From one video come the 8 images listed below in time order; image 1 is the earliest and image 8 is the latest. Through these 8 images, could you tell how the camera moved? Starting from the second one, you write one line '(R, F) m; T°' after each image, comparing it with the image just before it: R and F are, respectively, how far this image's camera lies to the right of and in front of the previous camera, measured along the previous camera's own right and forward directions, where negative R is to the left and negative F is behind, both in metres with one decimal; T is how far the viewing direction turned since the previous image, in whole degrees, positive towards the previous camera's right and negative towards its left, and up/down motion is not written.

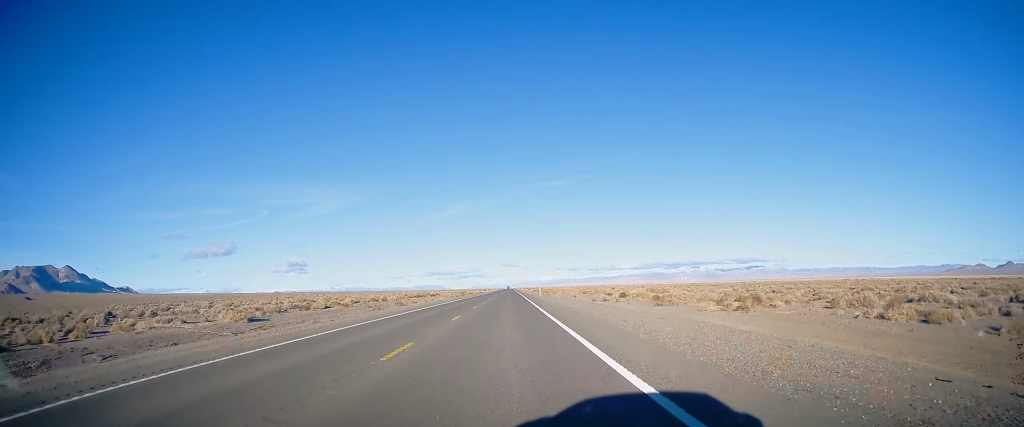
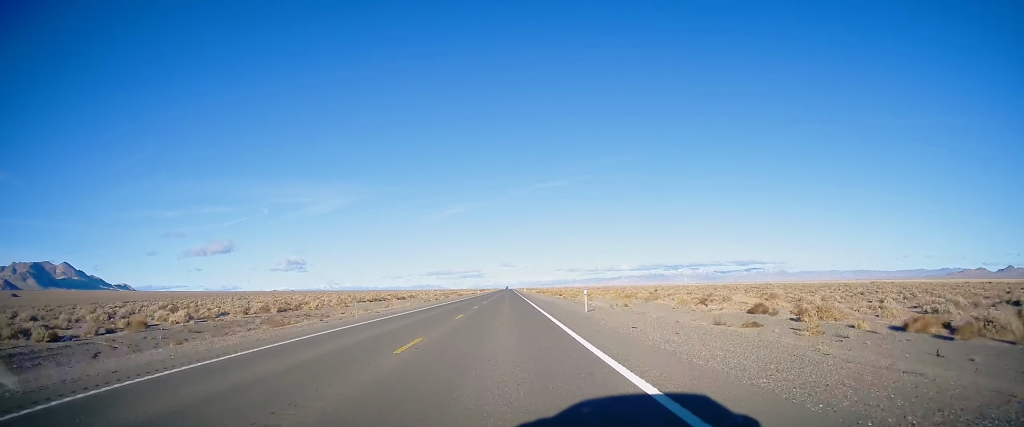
(-0.6, +48.1) m; 0°
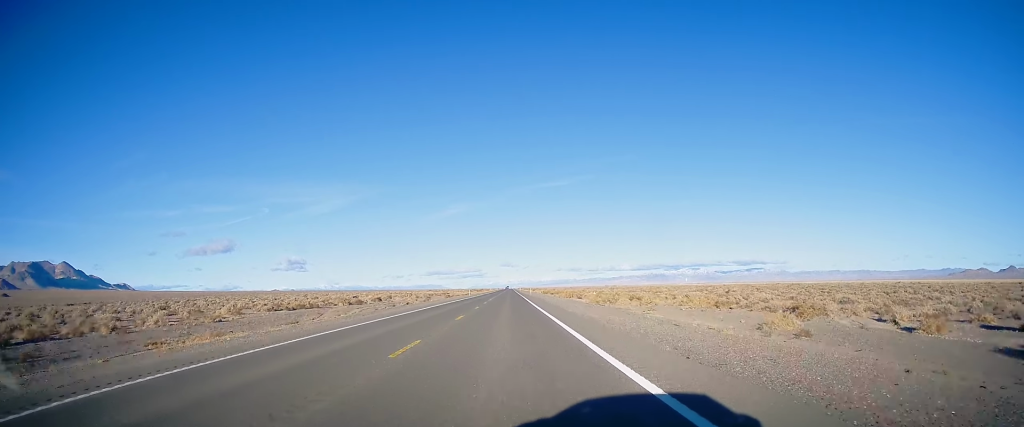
(+0.5, +37.5) m; 0°
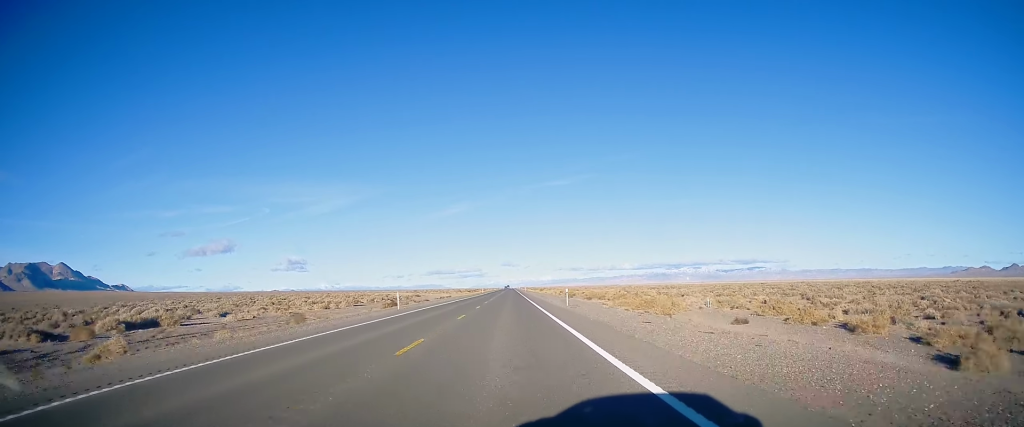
(-0.6, +73.1) m; 0°
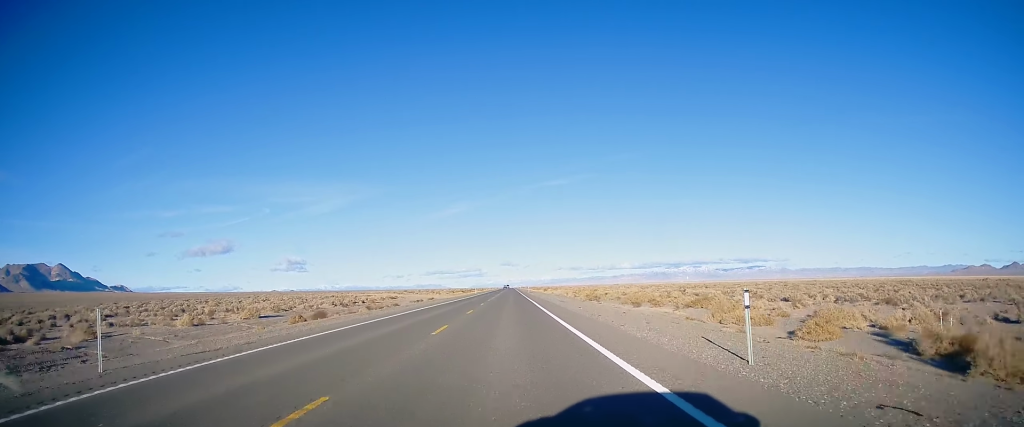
(+0.3, +31.8) m; 0°
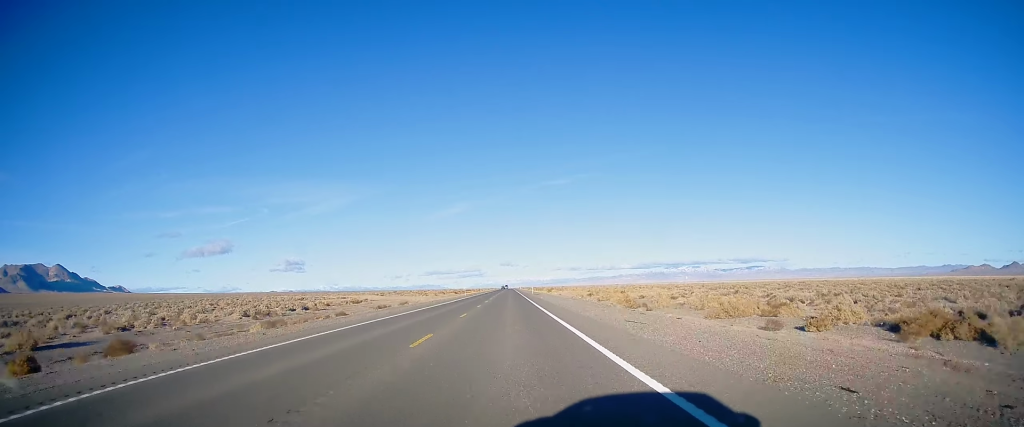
(-0.1, +27.8) m; 0°
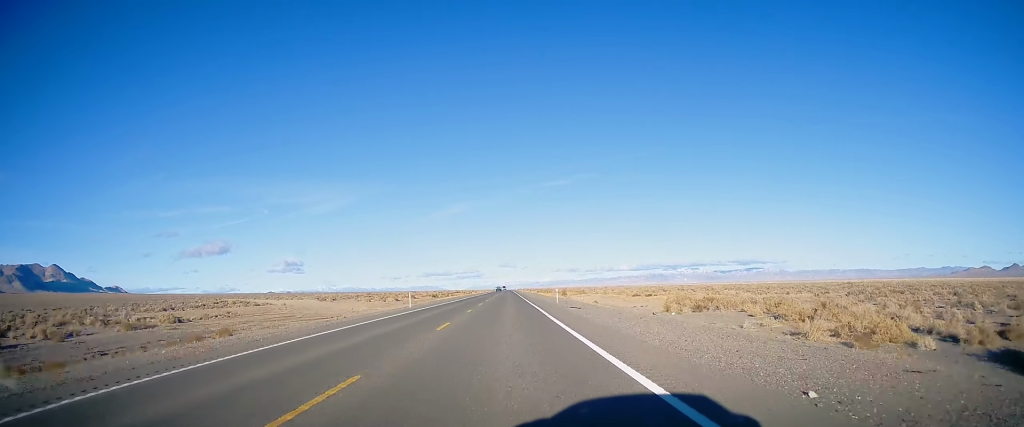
(-0.2, +55.9) m; 0°
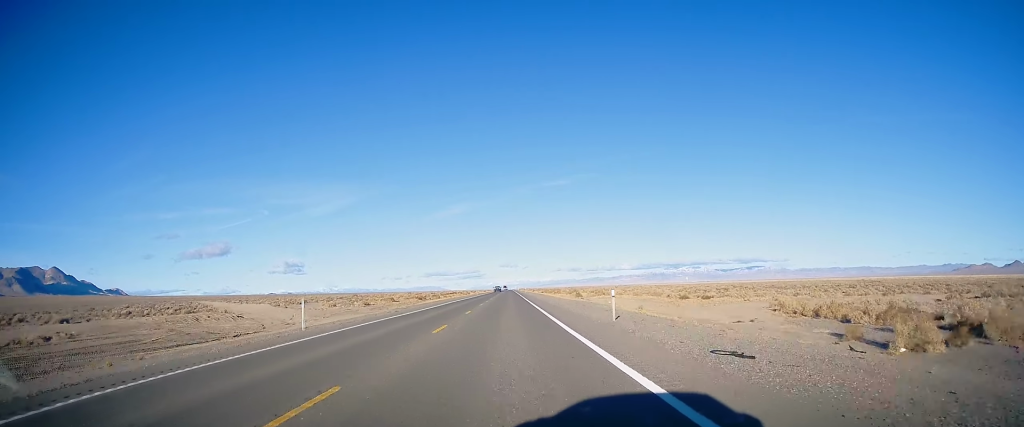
(0.0, +25.4) m; 0°
